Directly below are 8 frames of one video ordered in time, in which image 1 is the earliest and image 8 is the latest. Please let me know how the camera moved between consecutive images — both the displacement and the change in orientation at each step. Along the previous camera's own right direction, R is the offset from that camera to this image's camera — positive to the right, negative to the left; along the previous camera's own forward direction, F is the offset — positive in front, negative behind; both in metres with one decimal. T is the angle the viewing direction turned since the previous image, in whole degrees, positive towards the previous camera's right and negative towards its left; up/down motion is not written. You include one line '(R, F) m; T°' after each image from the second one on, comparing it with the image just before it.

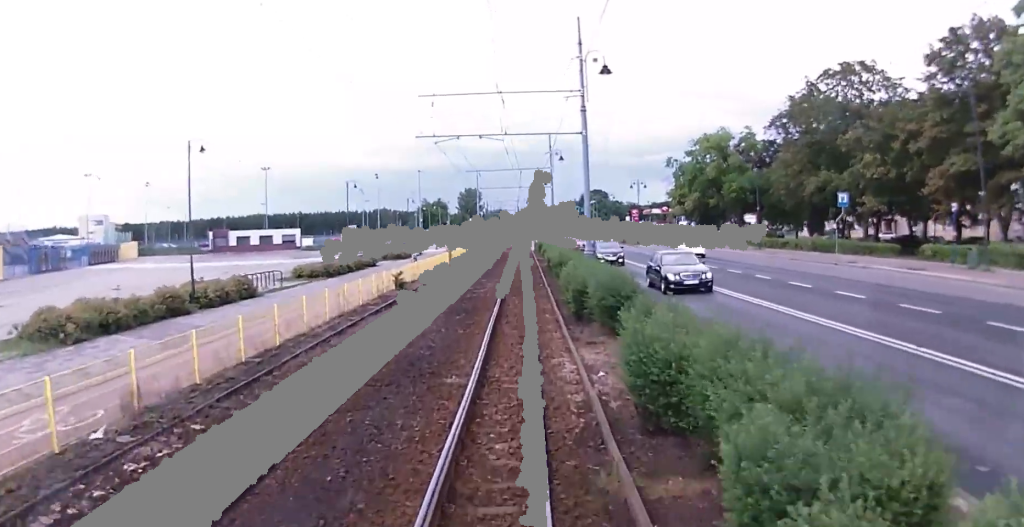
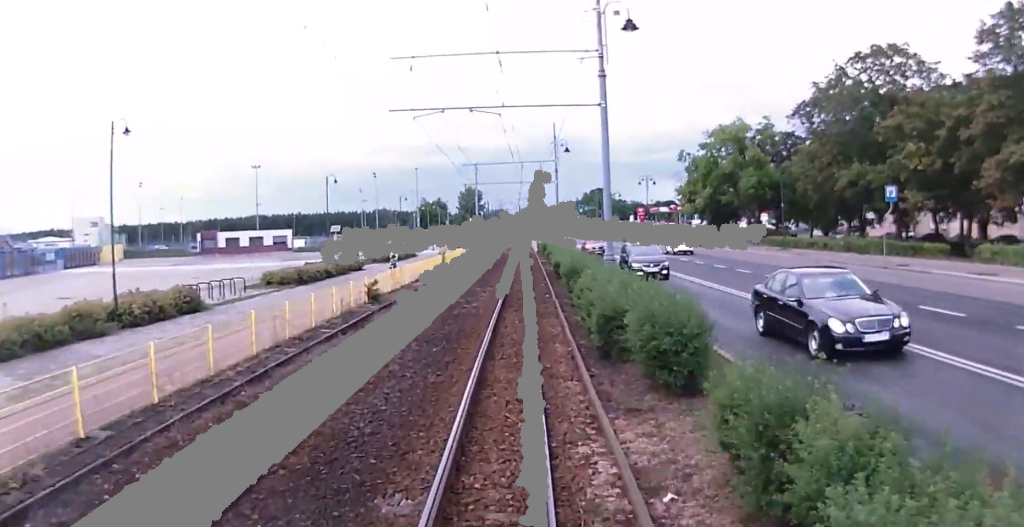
(+0.1, +5.5) m; +1°
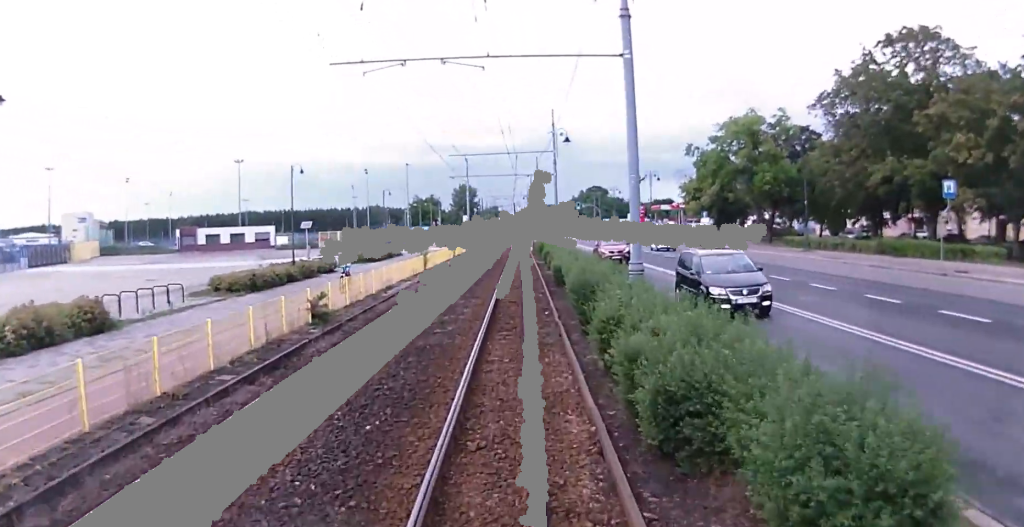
(+0.3, +5.8) m; +1°
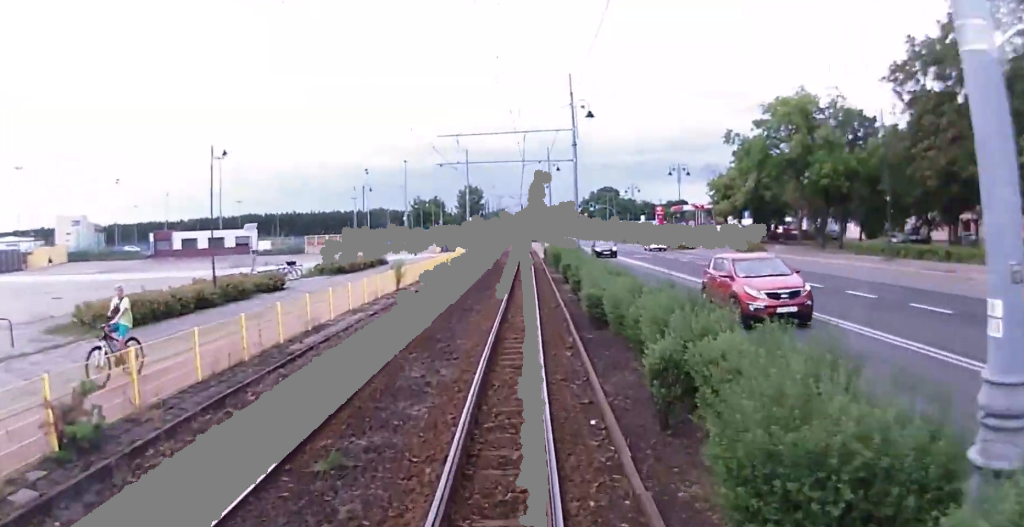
(-0.3, +11.0) m; -2°
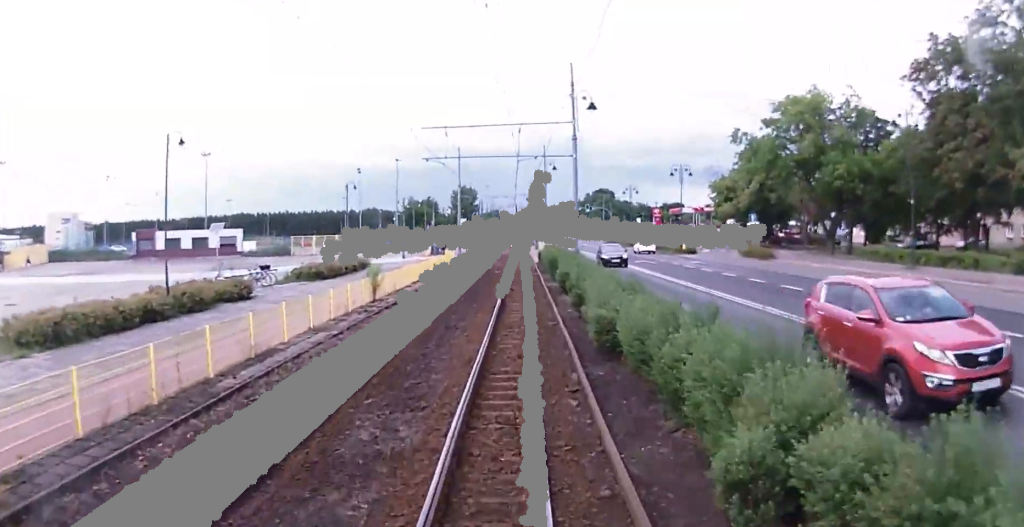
(0.0, +3.3) m; 0°
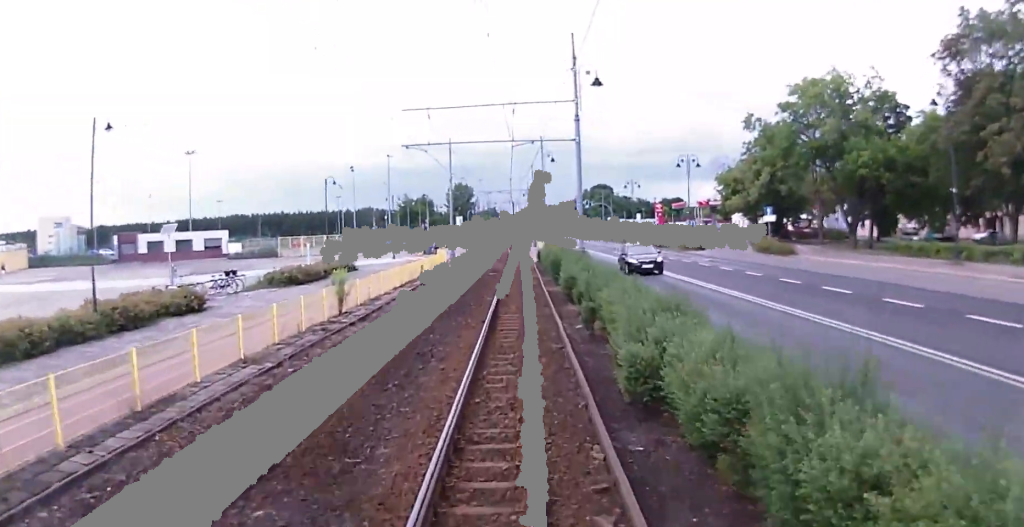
(0.0, +4.4) m; -1°
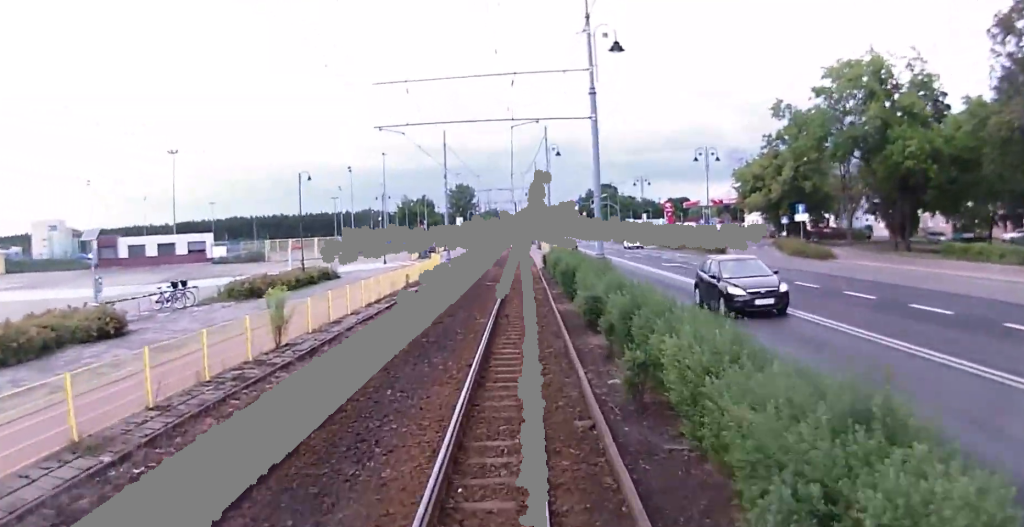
(0.0, +5.8) m; -1°
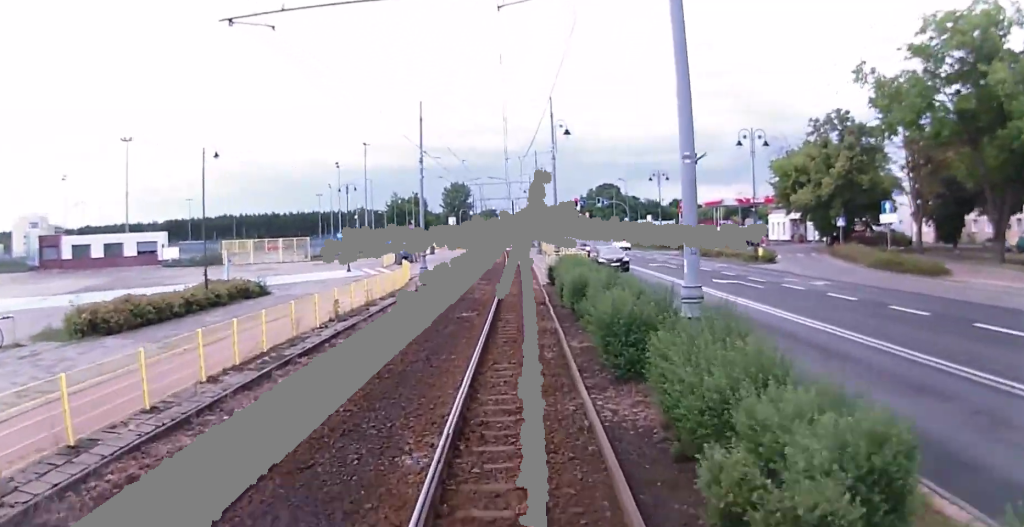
(-0.1, +12.1) m; +2°
